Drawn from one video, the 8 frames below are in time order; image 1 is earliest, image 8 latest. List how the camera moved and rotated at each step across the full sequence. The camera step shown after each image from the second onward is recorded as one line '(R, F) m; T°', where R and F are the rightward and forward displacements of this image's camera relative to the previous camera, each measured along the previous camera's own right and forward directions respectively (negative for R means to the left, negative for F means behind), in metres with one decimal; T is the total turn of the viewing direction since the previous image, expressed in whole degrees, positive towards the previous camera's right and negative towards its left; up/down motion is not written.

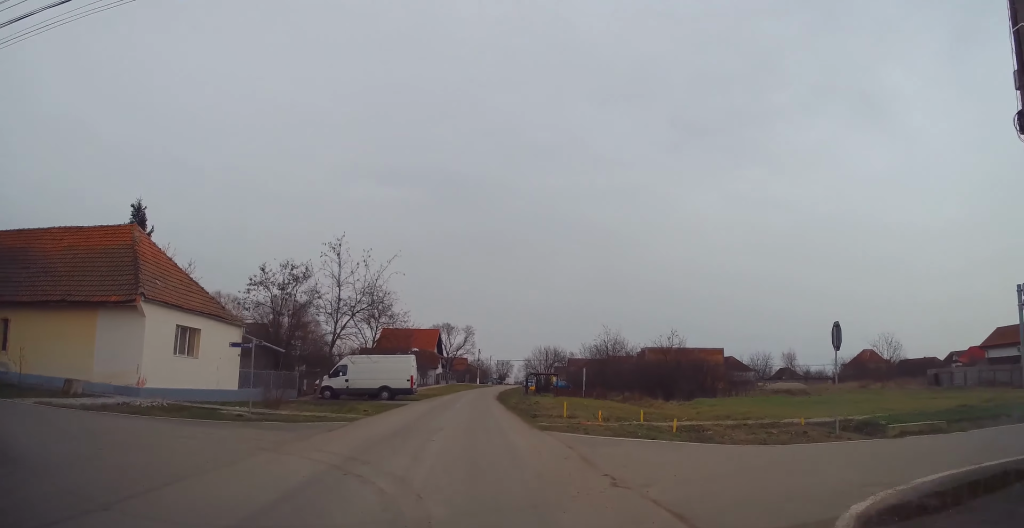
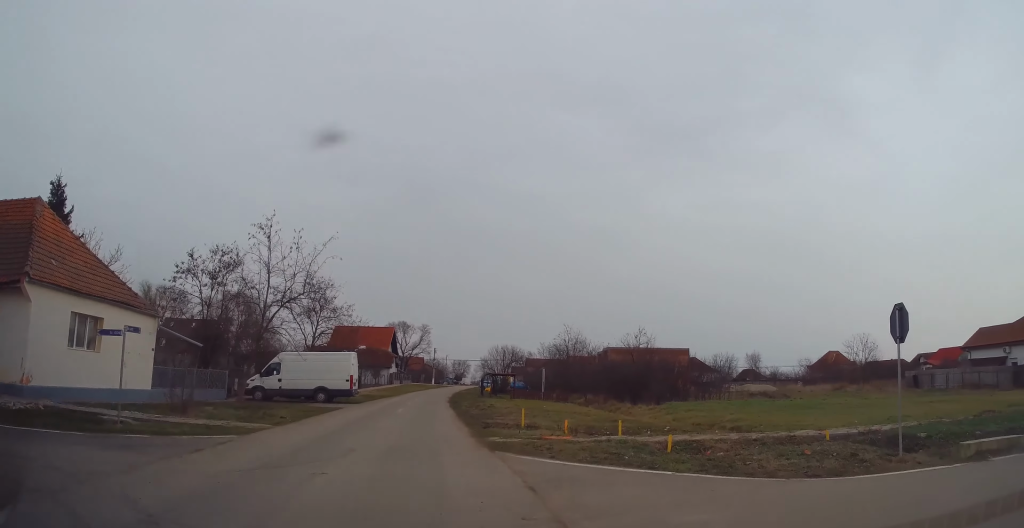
(+0.1, +4.7) m; +6°
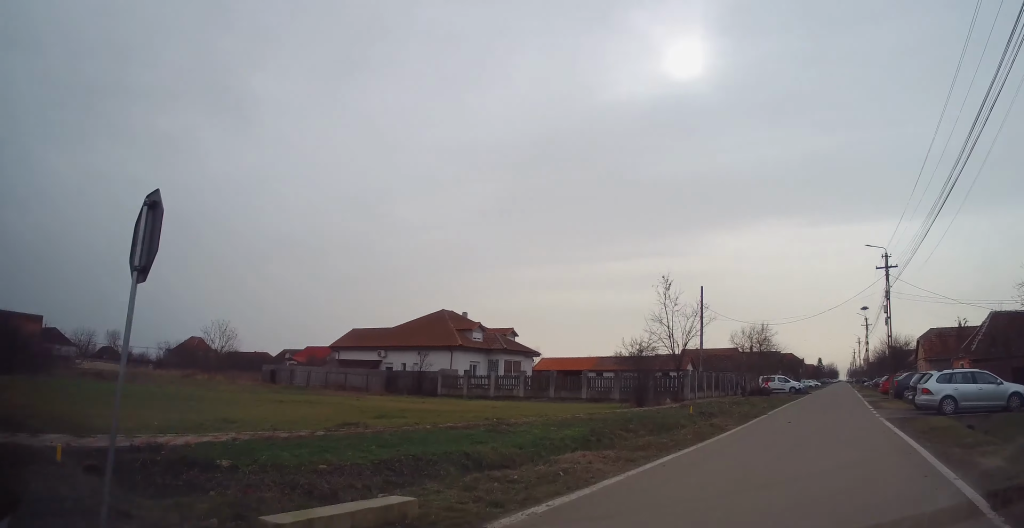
(+1.8, +6.7) m; +41°
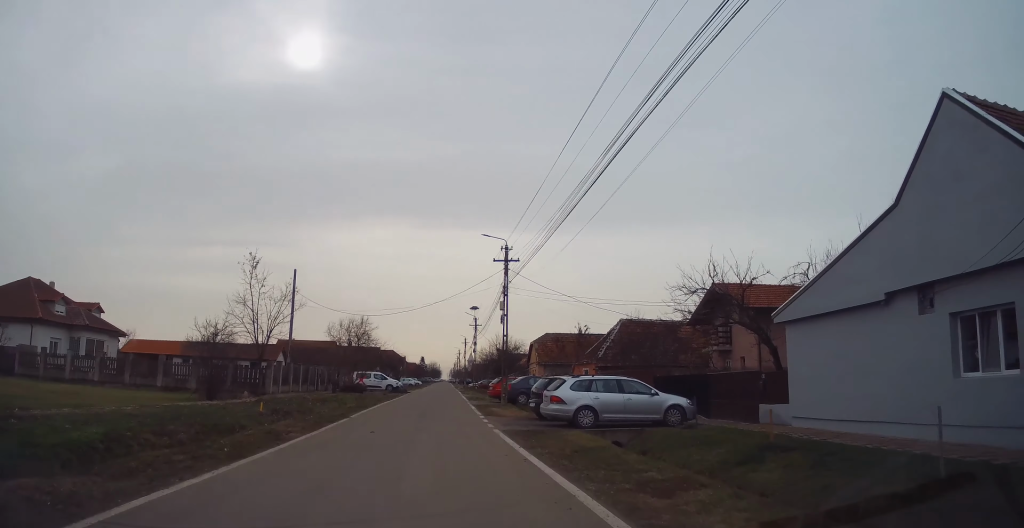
(+1.5, +4.5) m; +31°
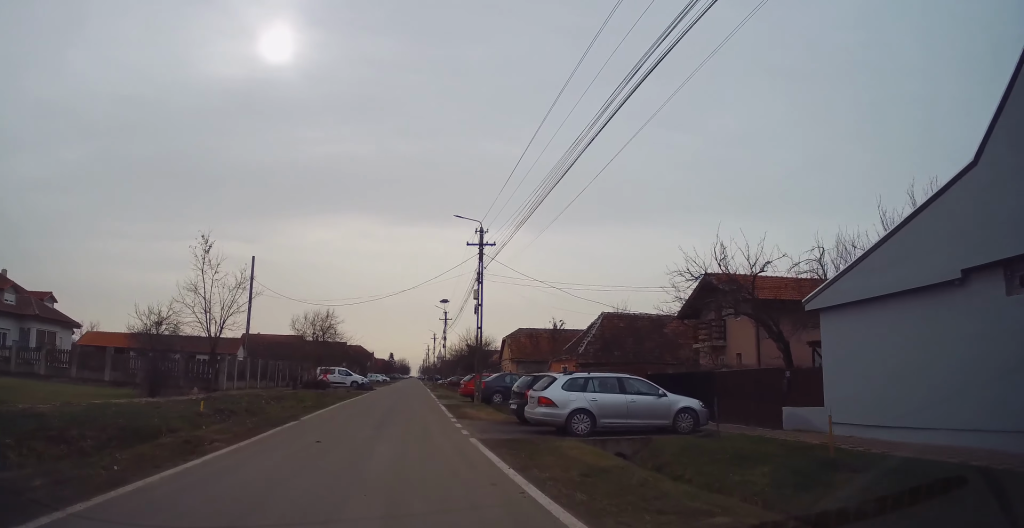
(+0.3, +2.9) m; +8°
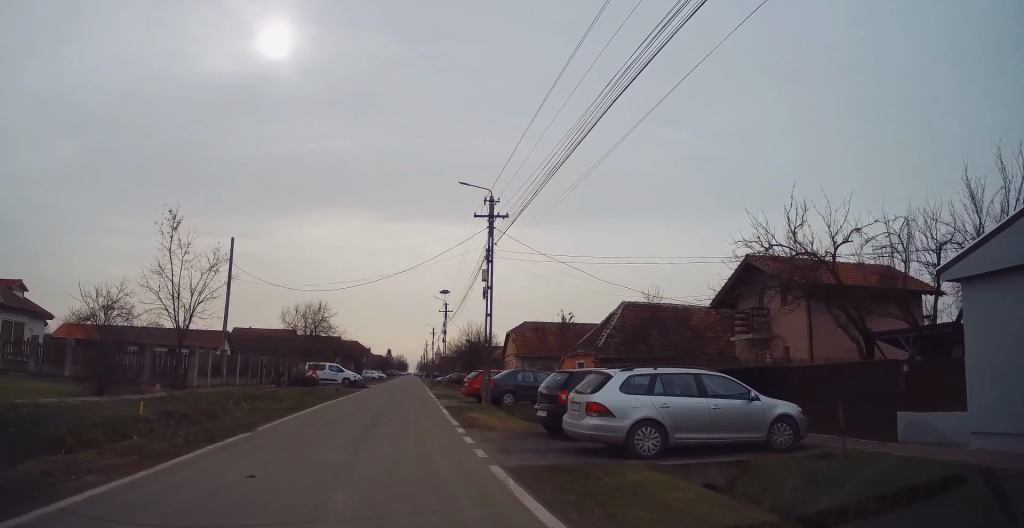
(+0.2, +3.8) m; +5°
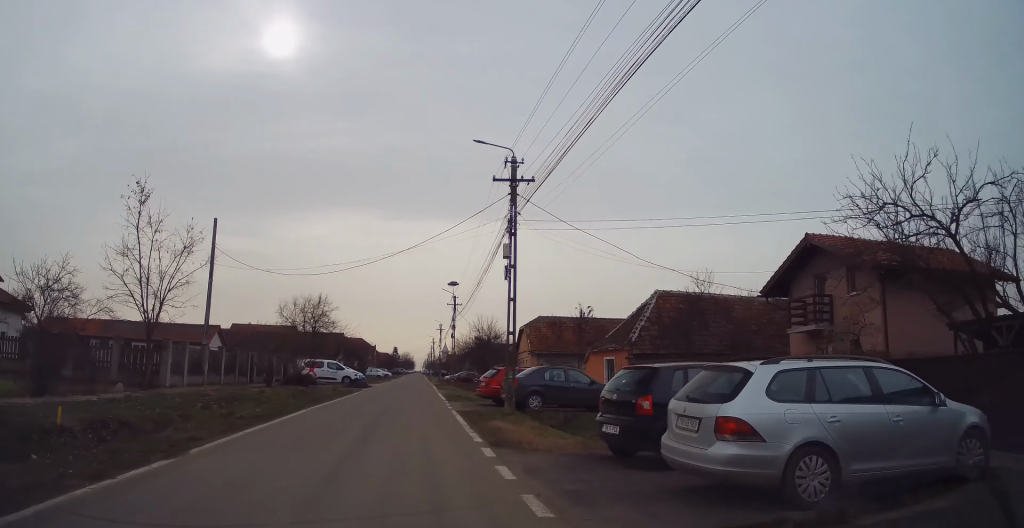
(+0.2, +3.5) m; -1°
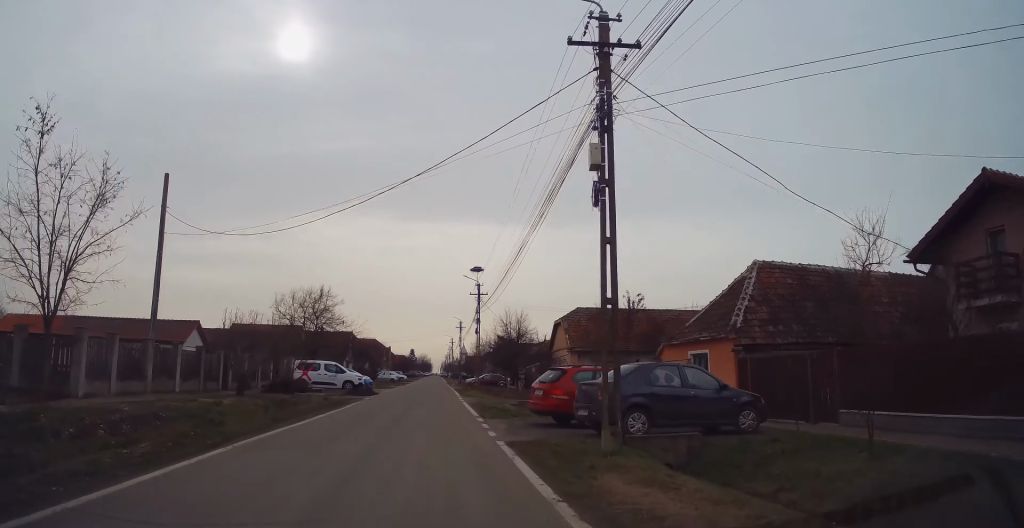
(-0.2, +7.4) m; -1°
